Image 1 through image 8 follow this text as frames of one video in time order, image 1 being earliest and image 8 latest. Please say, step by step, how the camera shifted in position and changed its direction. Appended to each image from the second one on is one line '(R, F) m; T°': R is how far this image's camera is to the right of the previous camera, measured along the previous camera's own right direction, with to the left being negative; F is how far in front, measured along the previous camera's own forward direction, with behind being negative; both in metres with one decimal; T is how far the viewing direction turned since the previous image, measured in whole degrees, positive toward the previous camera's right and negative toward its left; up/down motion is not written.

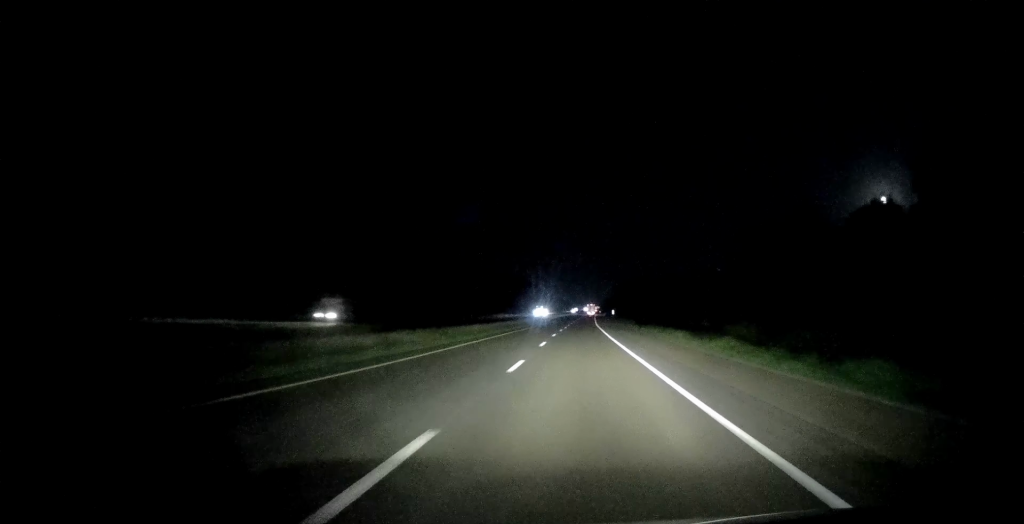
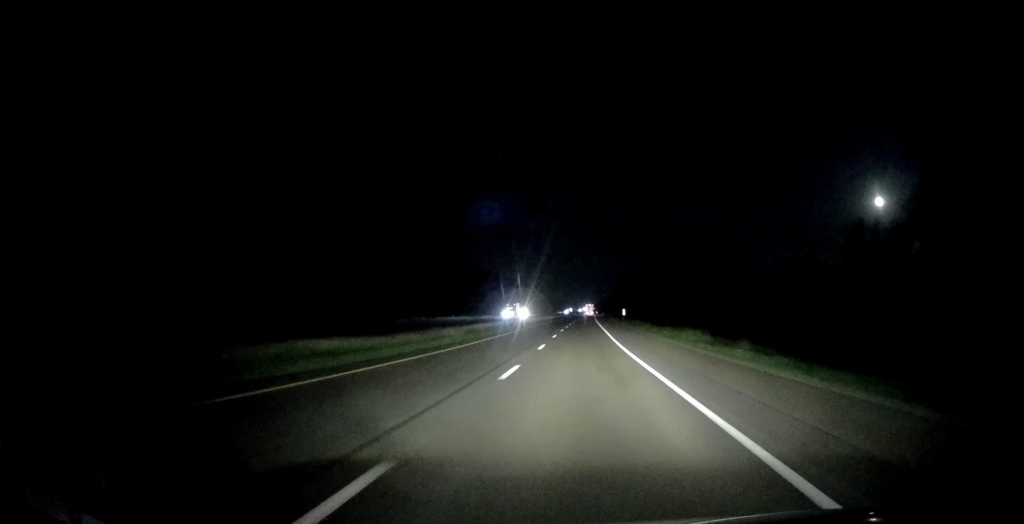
(+0.9, +49.9) m; +3°
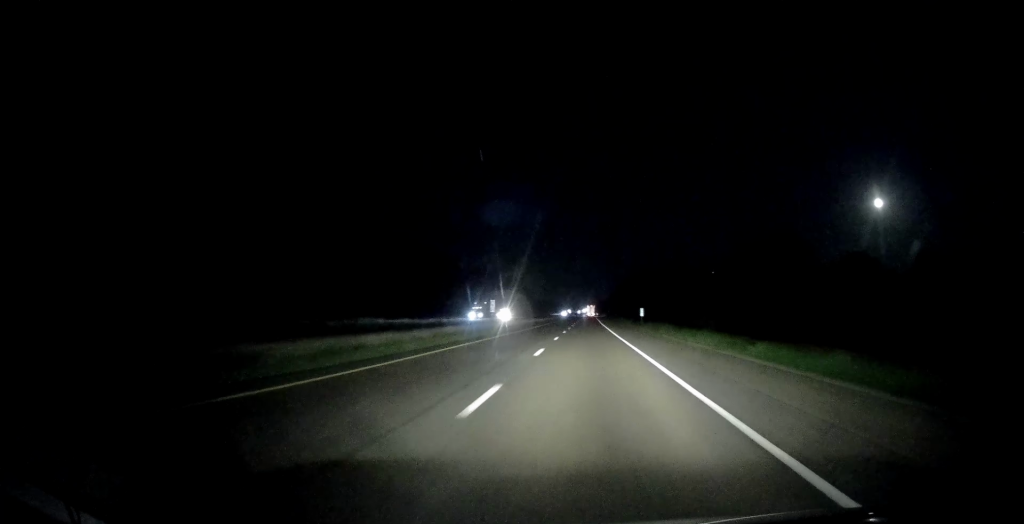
(+0.2, +29.7) m; 0°
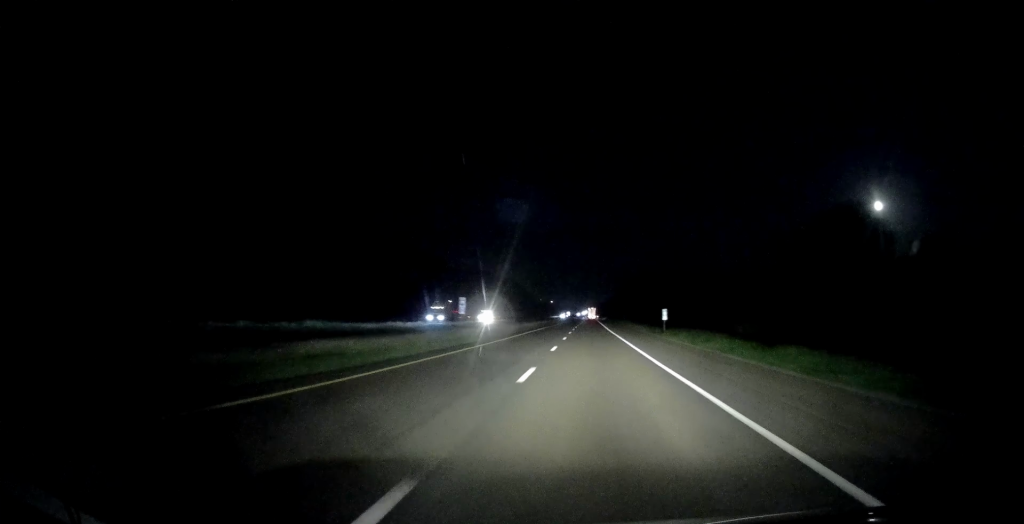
(0.0, +19.4) m; -1°
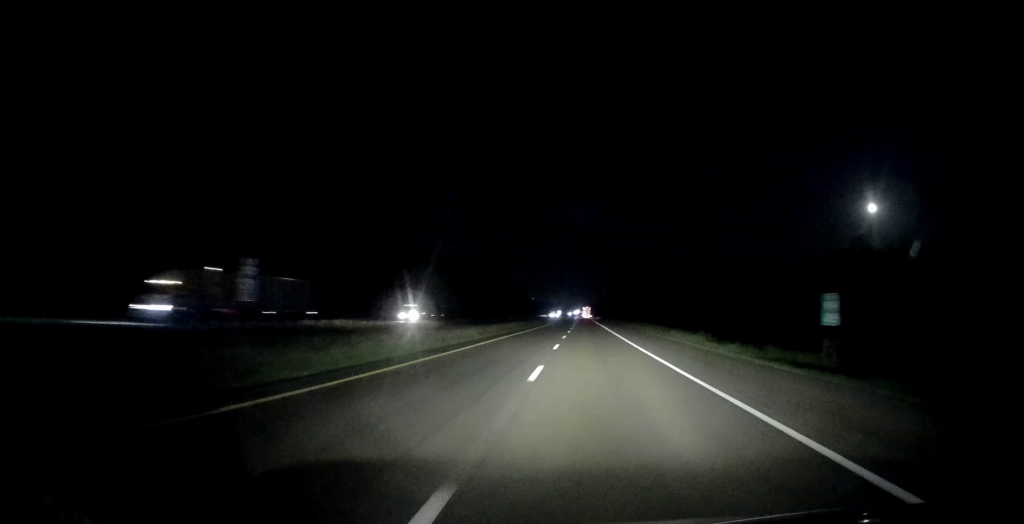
(-0.5, +37.6) m; 0°
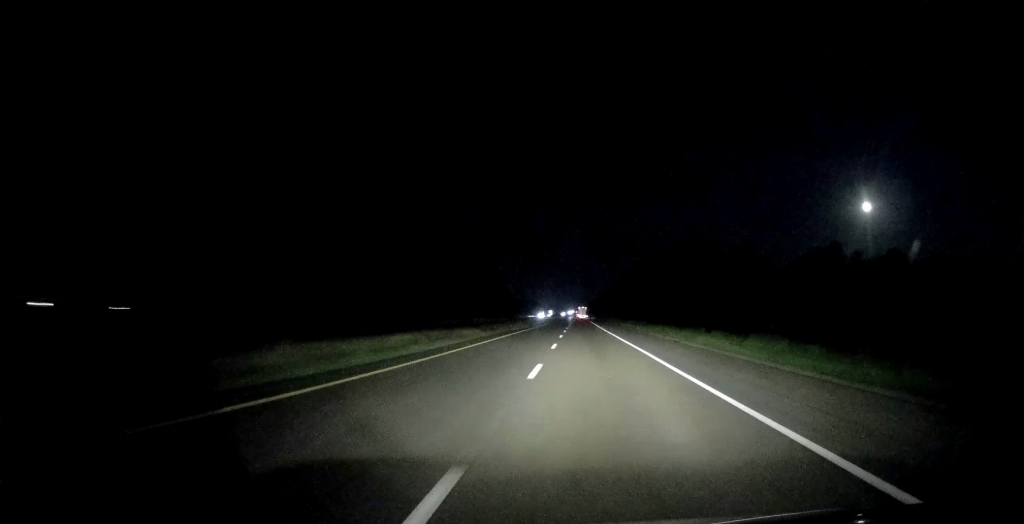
(+0.9, +47.8) m; +2°
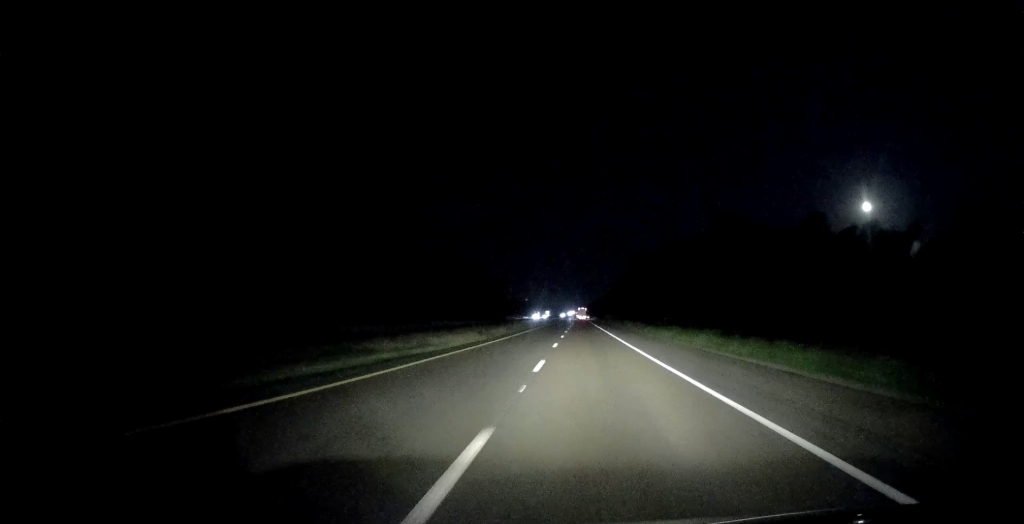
(-0.4, +34.2) m; 0°
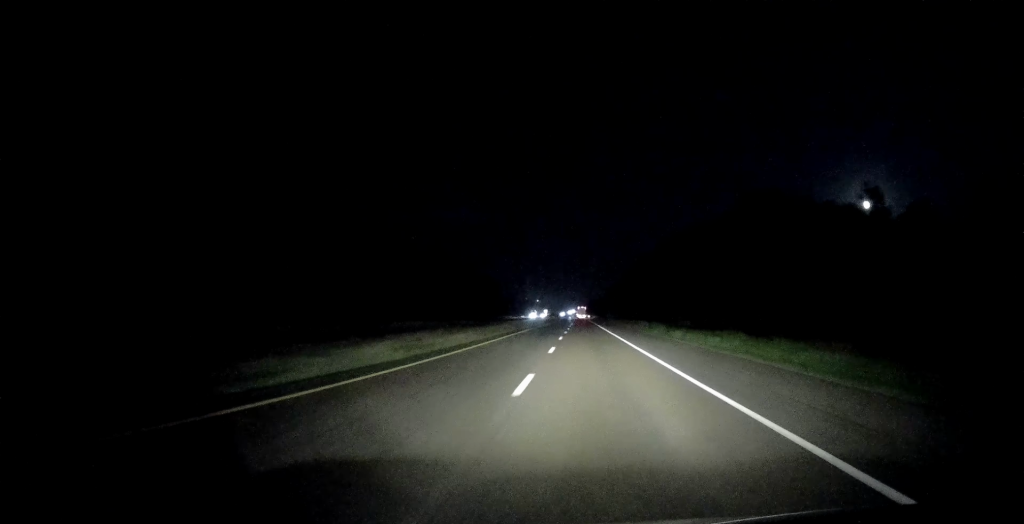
(+0.1, +17.0) m; 0°
